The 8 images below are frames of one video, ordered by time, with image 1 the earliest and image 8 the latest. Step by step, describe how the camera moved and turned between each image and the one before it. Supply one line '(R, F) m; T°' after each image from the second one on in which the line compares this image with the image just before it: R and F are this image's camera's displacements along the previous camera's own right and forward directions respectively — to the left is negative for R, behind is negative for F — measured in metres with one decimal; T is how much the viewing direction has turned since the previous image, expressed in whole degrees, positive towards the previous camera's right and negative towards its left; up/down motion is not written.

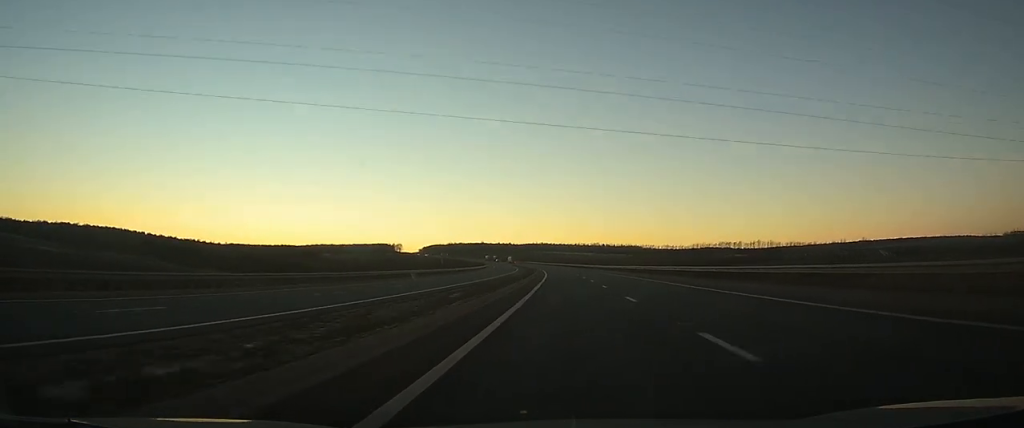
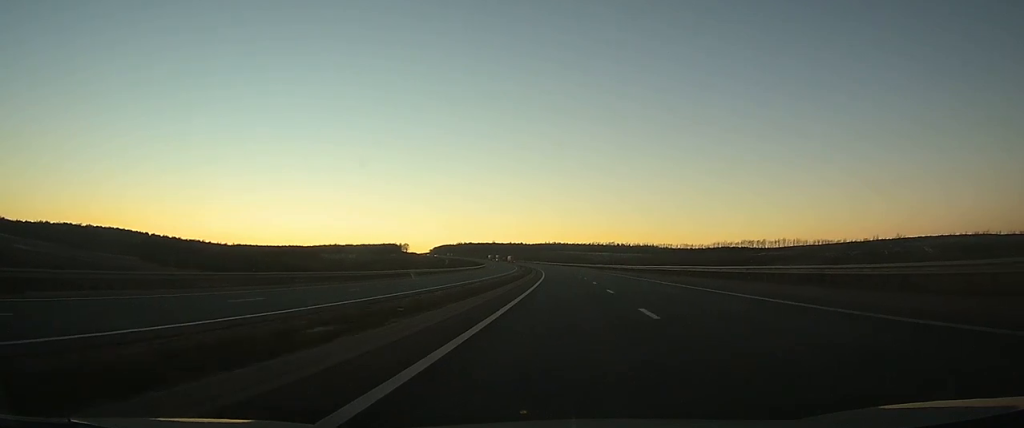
(-0.5, +40.5) m; -1°
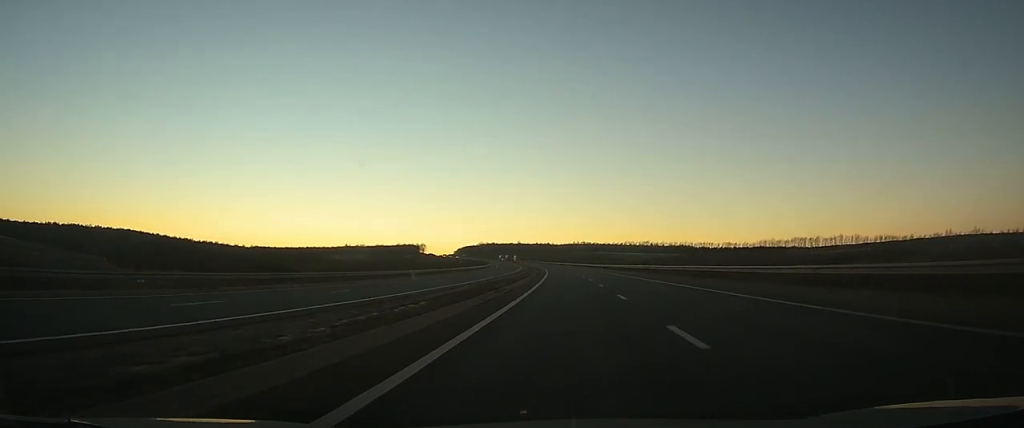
(-1.6, +72.6) m; -3°
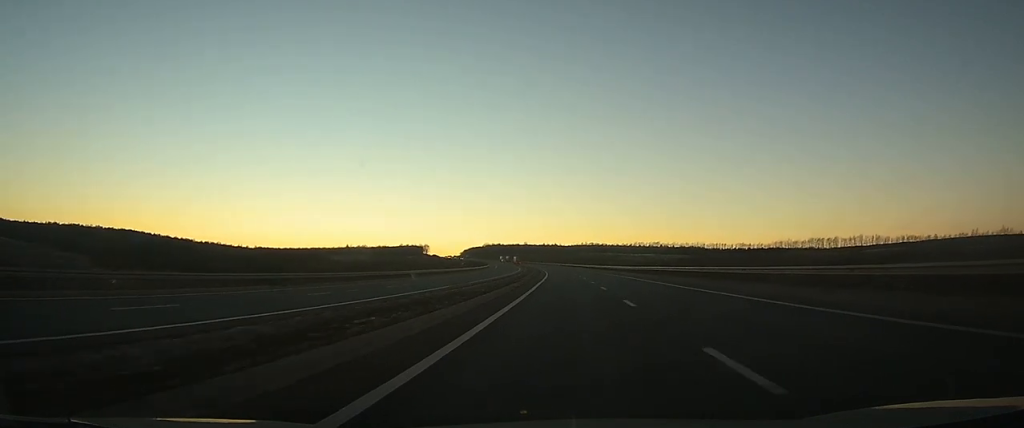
(-0.3, +25.5) m; -1°
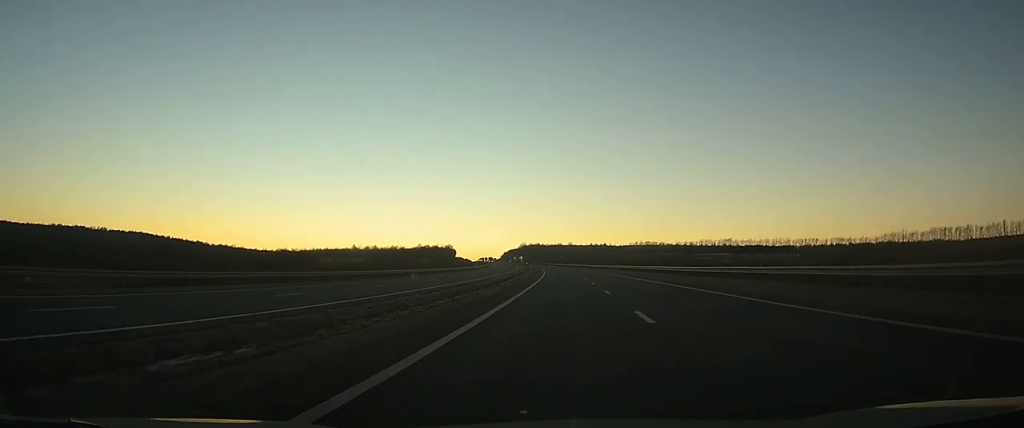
(-6.0, +150.3) m; -5°
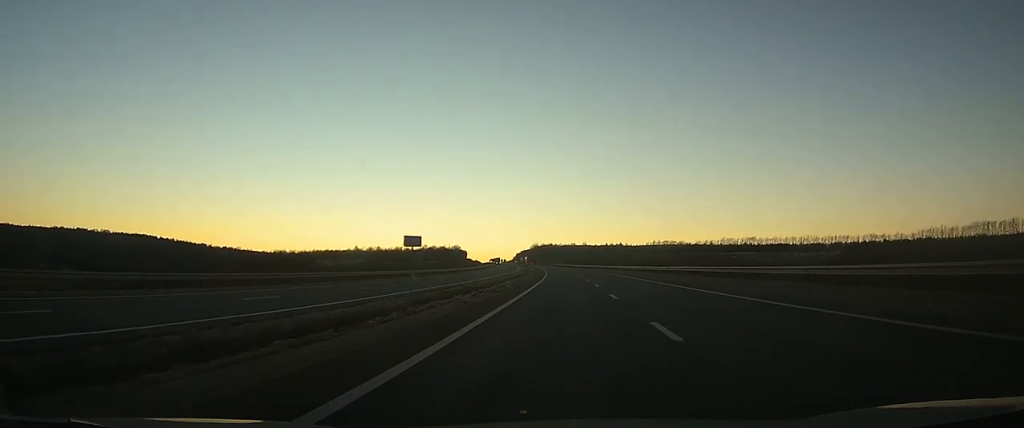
(-0.7, +38.5) m; -1°
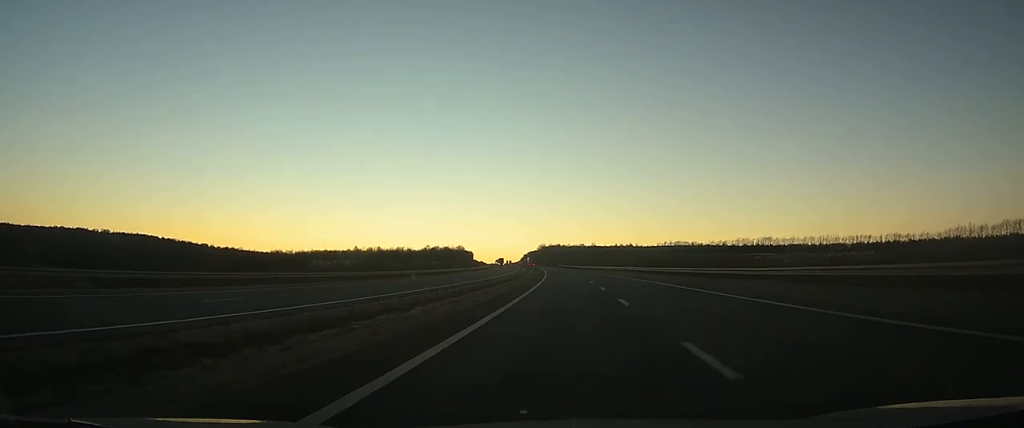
(-0.1, +26.8) m; -1°
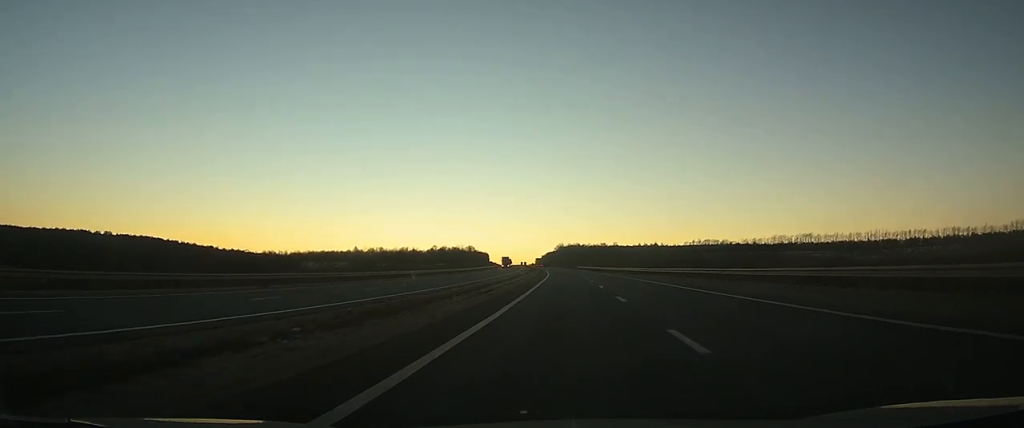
(-0.8, +54.9) m; -2°
